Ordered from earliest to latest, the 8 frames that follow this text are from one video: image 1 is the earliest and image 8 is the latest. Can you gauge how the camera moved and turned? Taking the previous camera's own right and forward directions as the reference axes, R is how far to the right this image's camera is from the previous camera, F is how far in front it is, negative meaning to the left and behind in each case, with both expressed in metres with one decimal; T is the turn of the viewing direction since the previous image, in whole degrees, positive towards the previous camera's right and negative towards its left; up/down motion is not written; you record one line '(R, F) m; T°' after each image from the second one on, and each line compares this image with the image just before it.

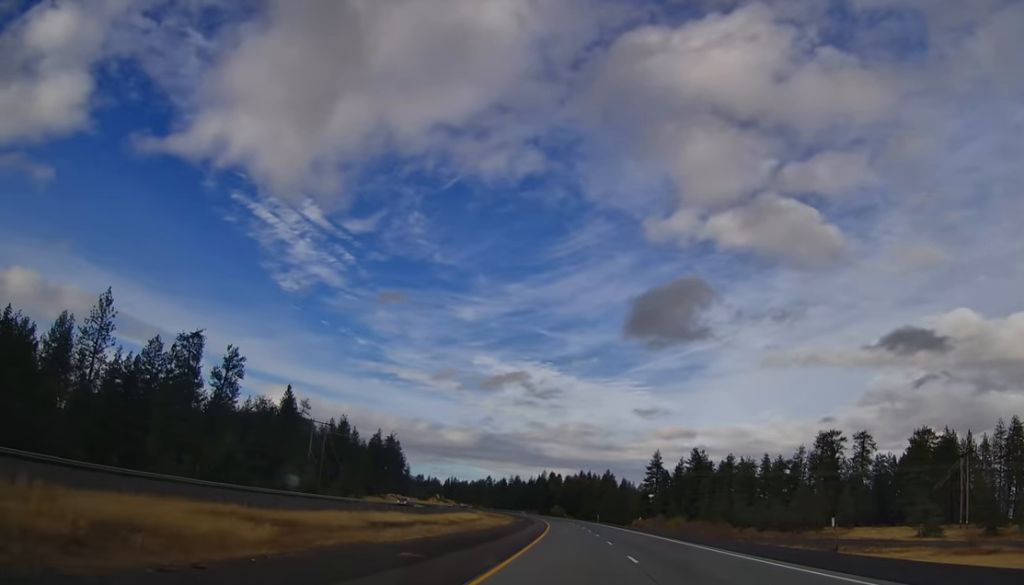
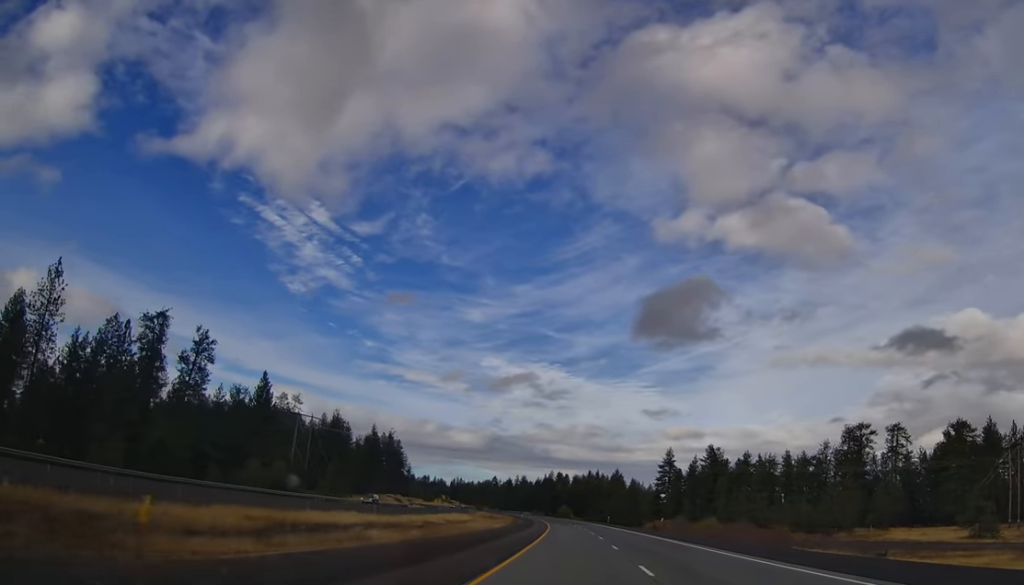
(-0.2, +16.4) m; -1°
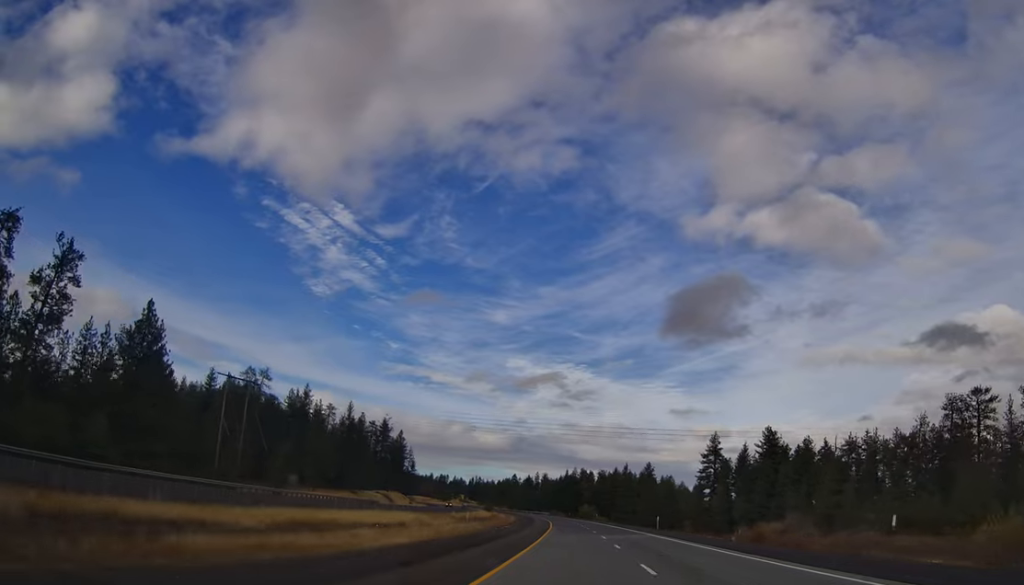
(-0.2, +49.2) m; -1°
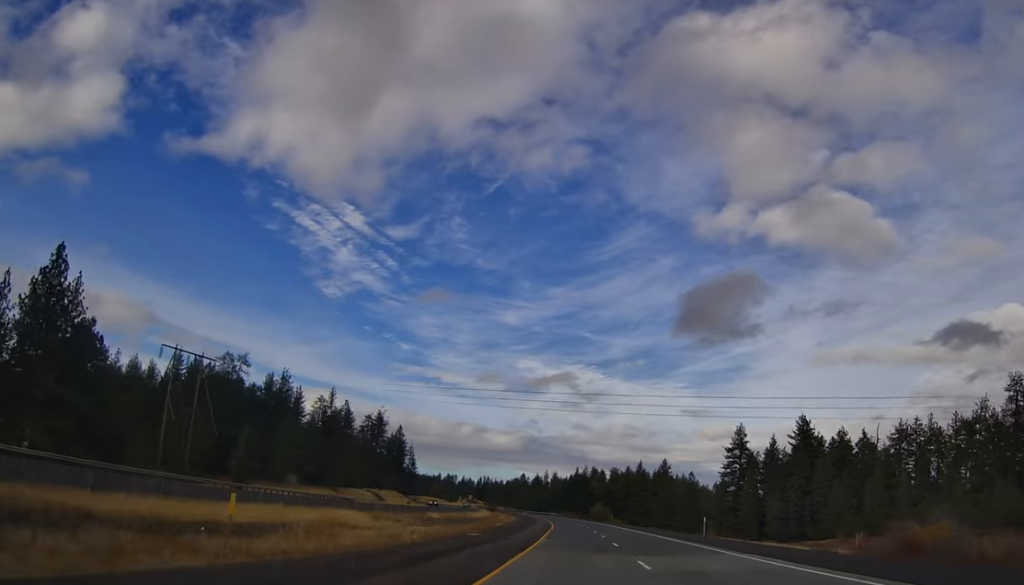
(-0.2, +22.9) m; -1°
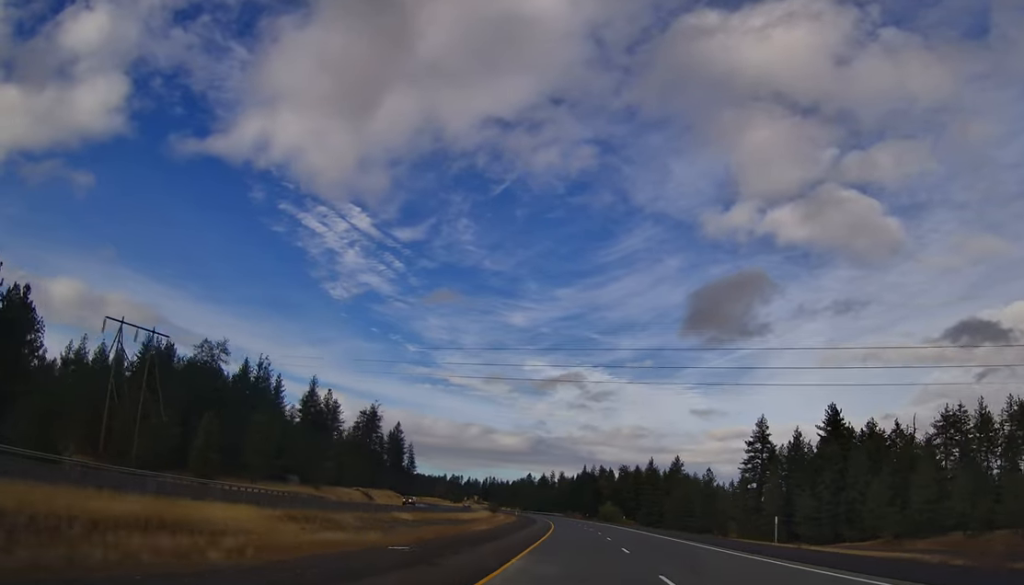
(0.0, +17.5) m; 0°
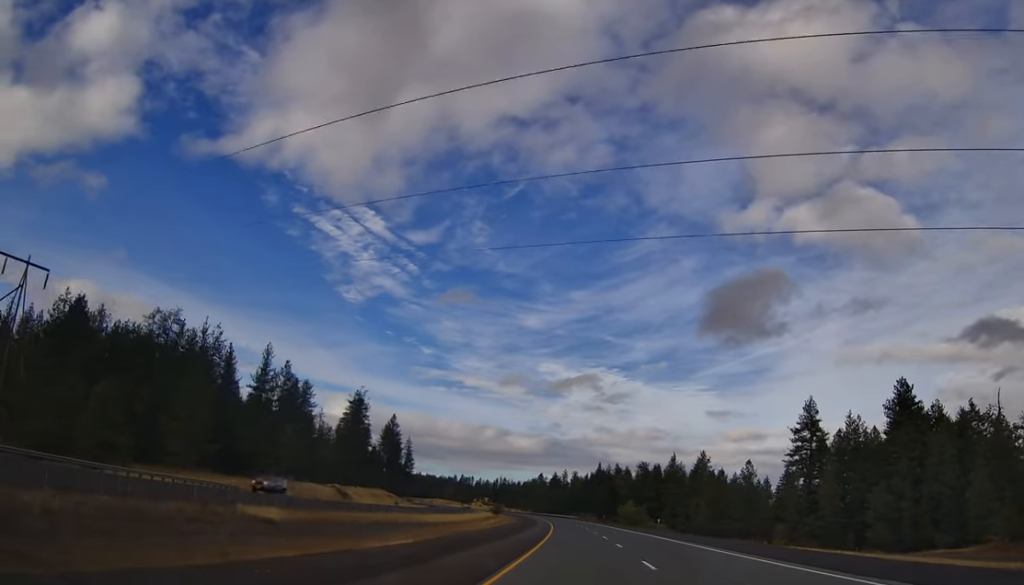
(-0.2, +31.4) m; -2°
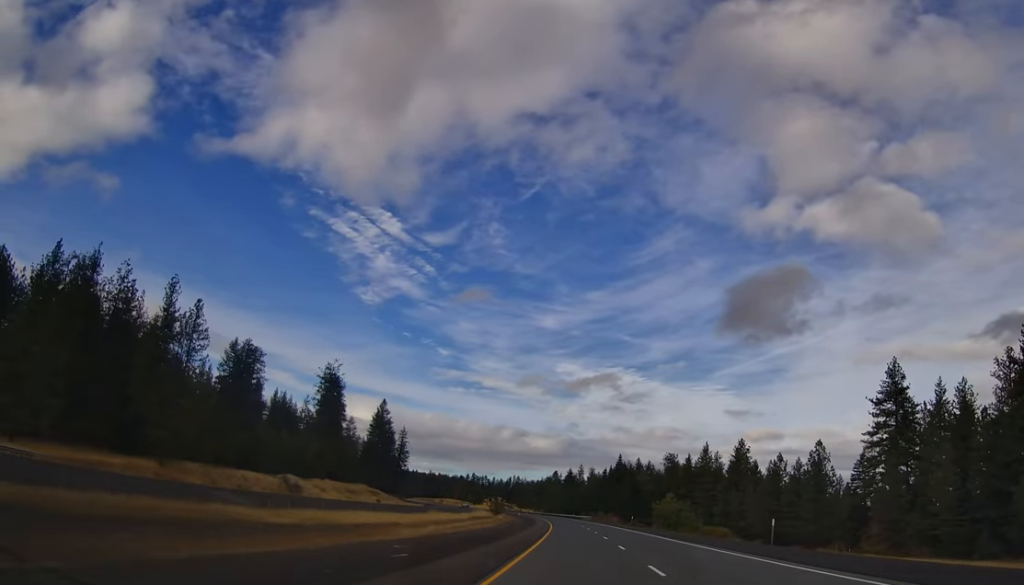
(-1.0, +39.1) m; -3°
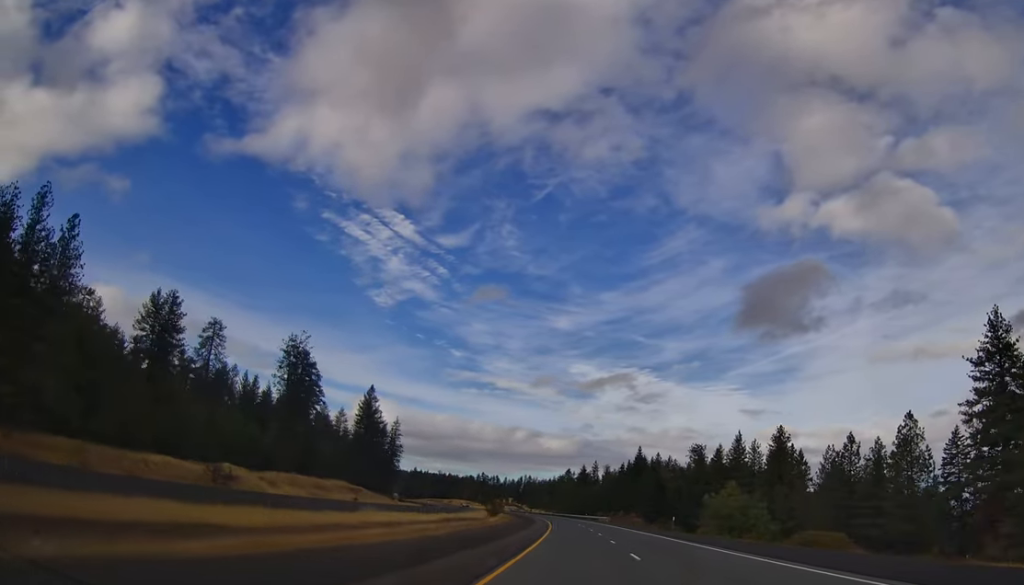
(-0.4, +31.7) m; -1°
